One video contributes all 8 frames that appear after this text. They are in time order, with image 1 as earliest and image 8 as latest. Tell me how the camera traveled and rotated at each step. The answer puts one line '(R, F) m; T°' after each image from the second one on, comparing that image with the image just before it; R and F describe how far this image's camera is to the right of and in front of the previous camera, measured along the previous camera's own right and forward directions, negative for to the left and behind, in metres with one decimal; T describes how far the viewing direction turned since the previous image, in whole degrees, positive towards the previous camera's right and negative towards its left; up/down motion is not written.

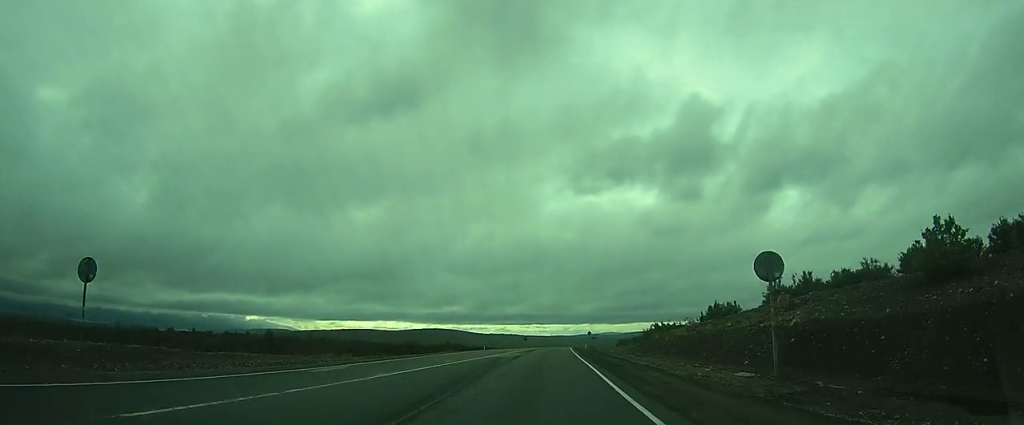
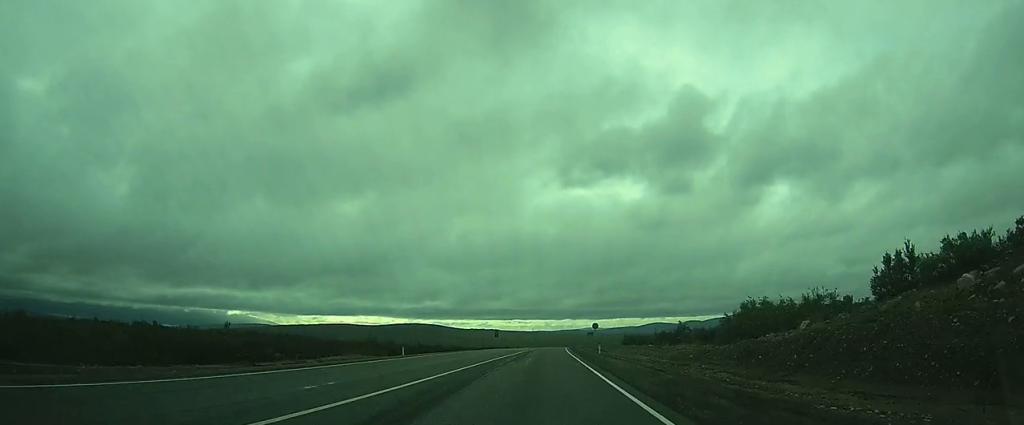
(+0.8, +43.8) m; +2°
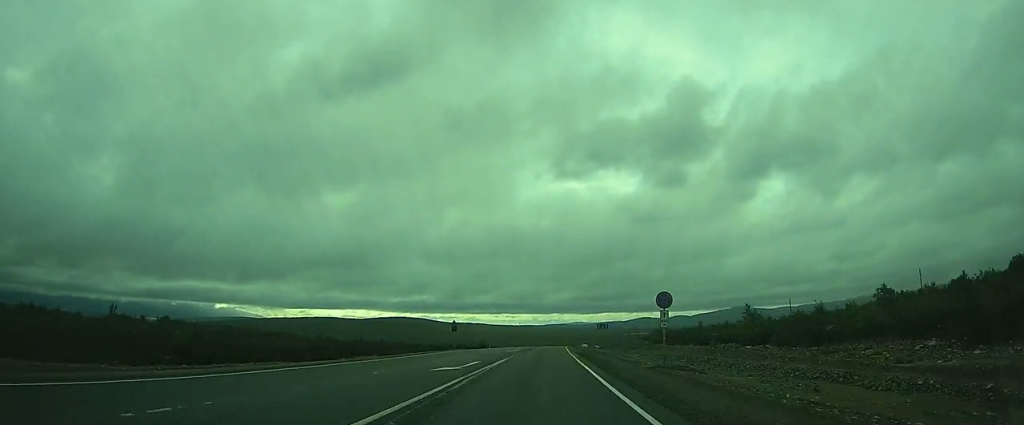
(+0.6, +43.3) m; +1°
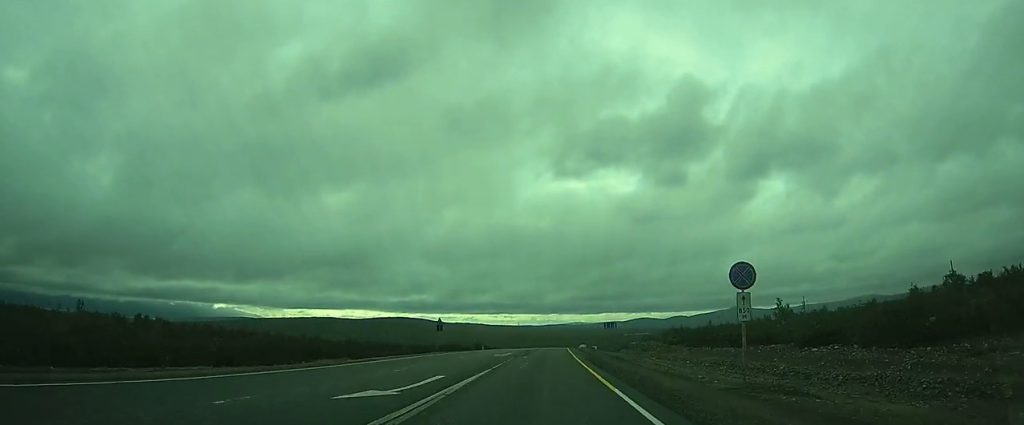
(0.0, +10.0) m; 0°
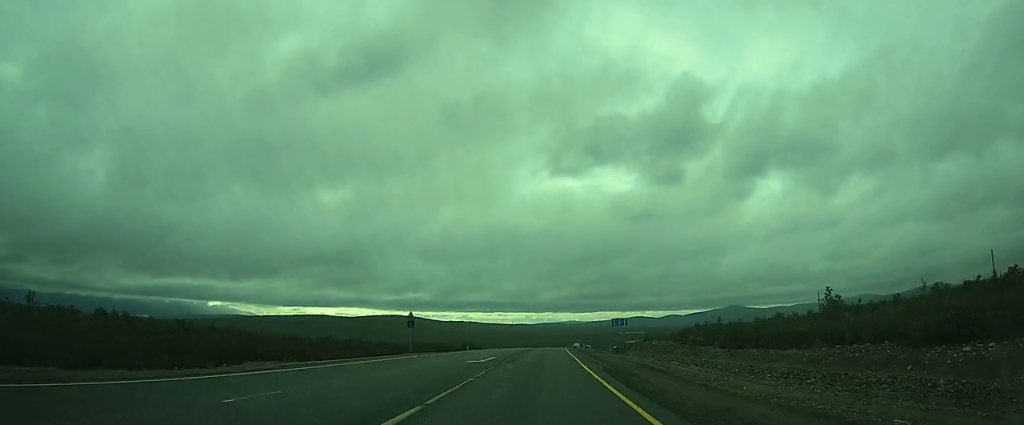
(0.0, +12.1) m; 0°
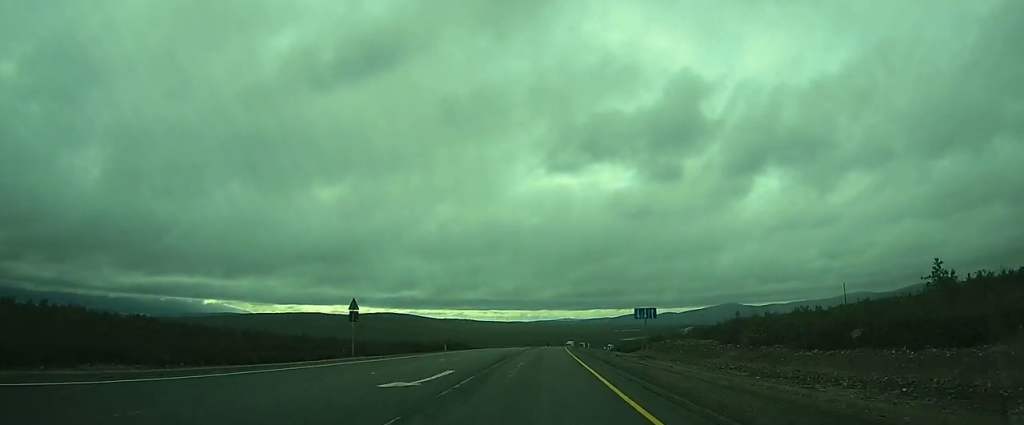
(0.0, +15.5) m; 0°
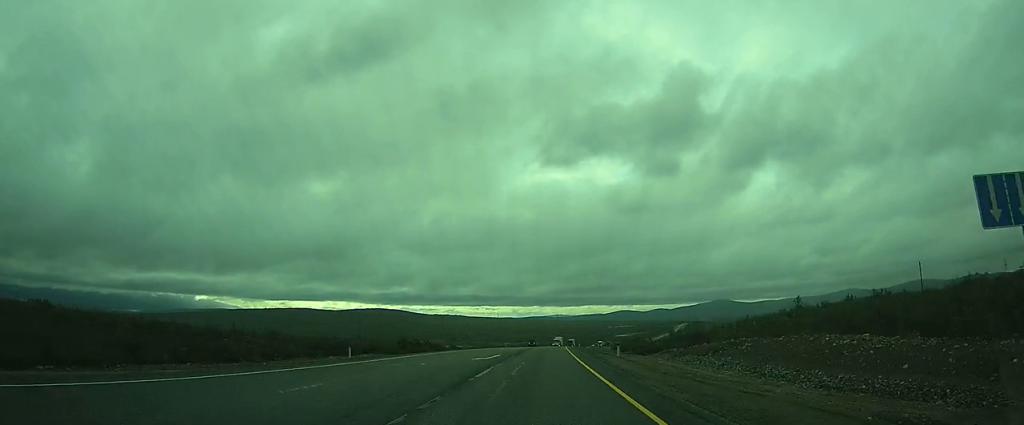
(+0.2, +31.3) m; +1°
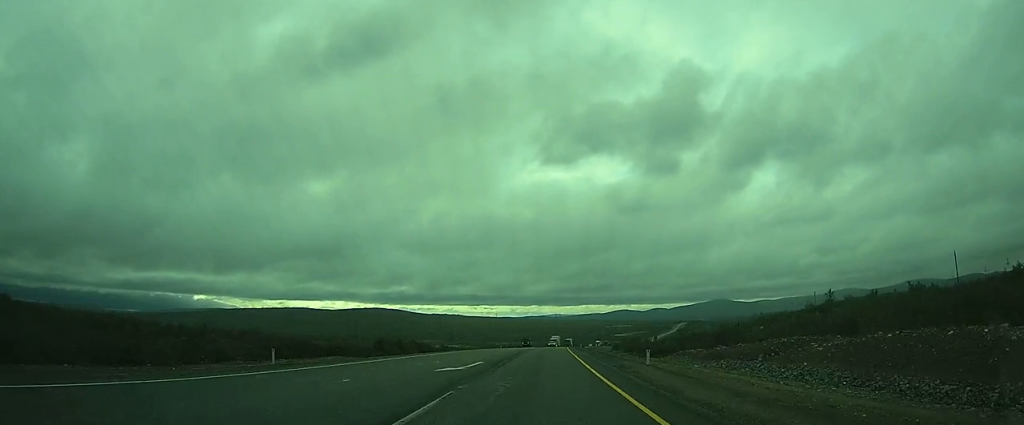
(0.0, +10.4) m; 0°
